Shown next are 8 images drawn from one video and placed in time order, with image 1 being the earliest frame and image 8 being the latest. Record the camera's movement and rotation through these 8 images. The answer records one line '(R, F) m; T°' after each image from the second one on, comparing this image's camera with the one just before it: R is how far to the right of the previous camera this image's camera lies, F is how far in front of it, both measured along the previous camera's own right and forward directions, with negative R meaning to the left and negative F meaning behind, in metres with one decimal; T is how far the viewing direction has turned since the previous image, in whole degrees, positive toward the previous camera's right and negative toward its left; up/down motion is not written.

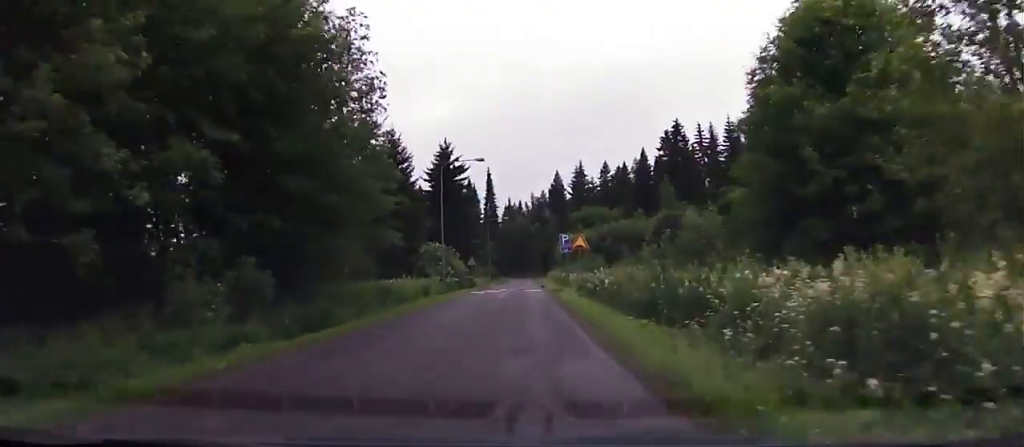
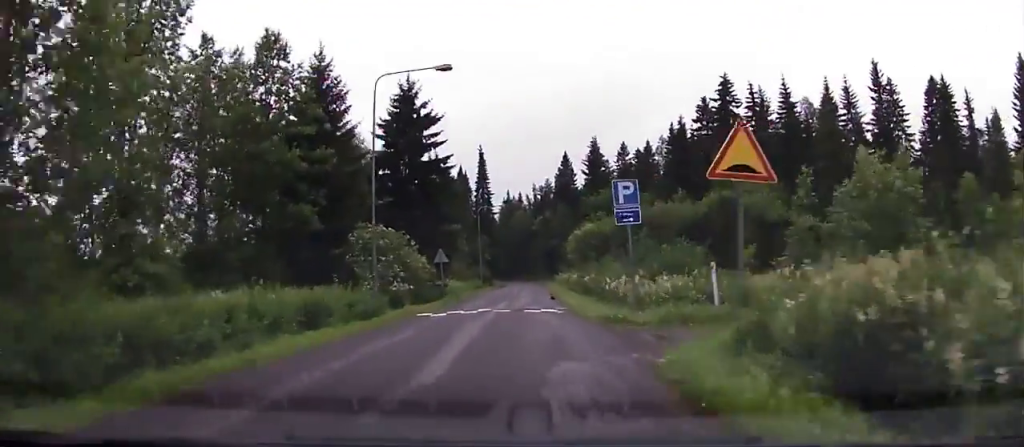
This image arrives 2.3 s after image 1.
(-0.5, +22.5) m; +1°
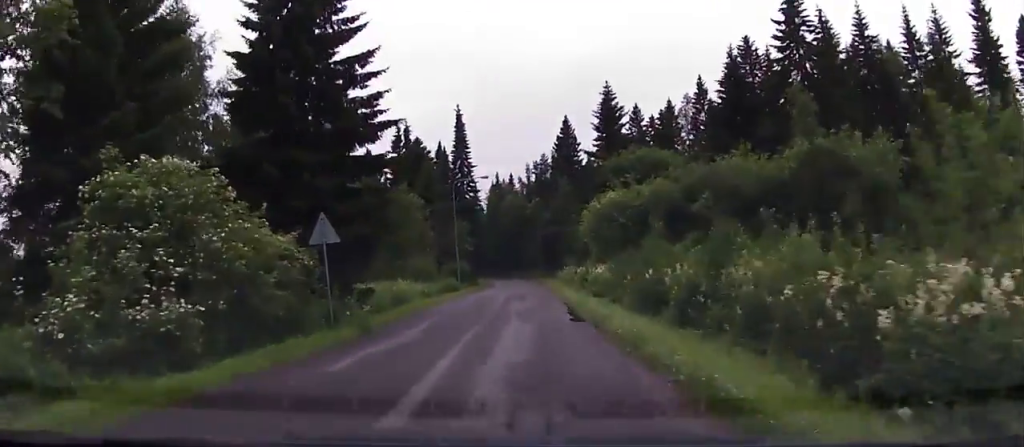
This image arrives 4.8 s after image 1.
(+1.0, +22.3) m; +2°
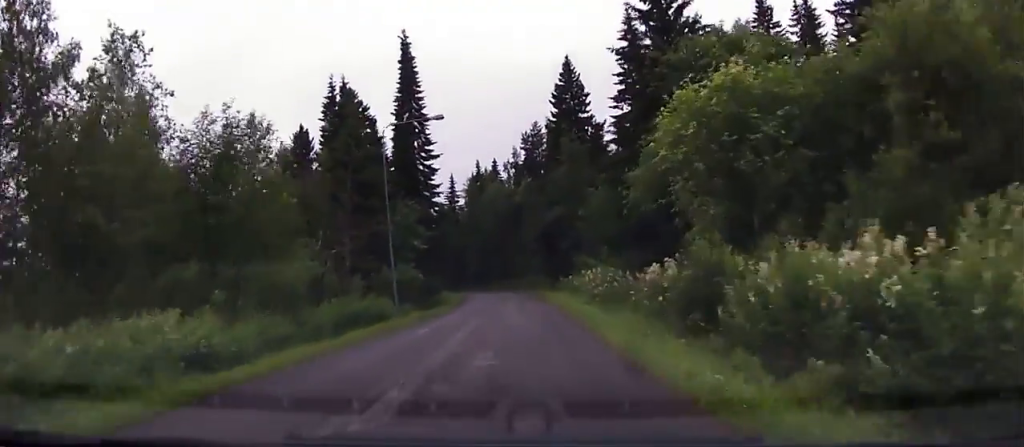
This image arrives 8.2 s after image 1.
(-1.5, +29.4) m; -3°
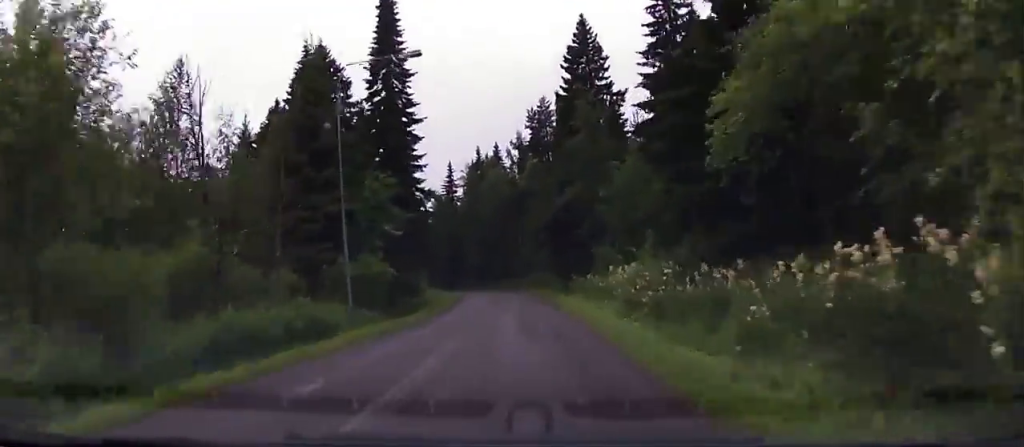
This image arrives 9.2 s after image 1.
(0.0, +9.5) m; 0°
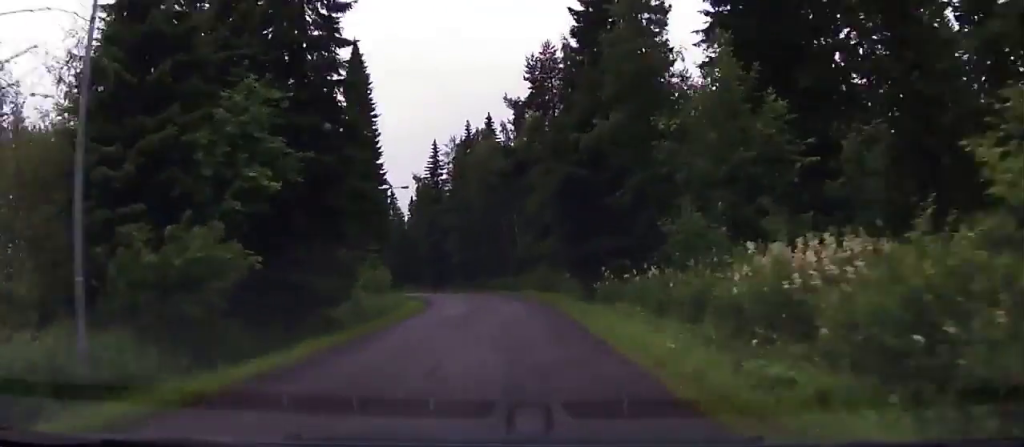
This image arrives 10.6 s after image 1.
(+0.3, +14.4) m; 0°
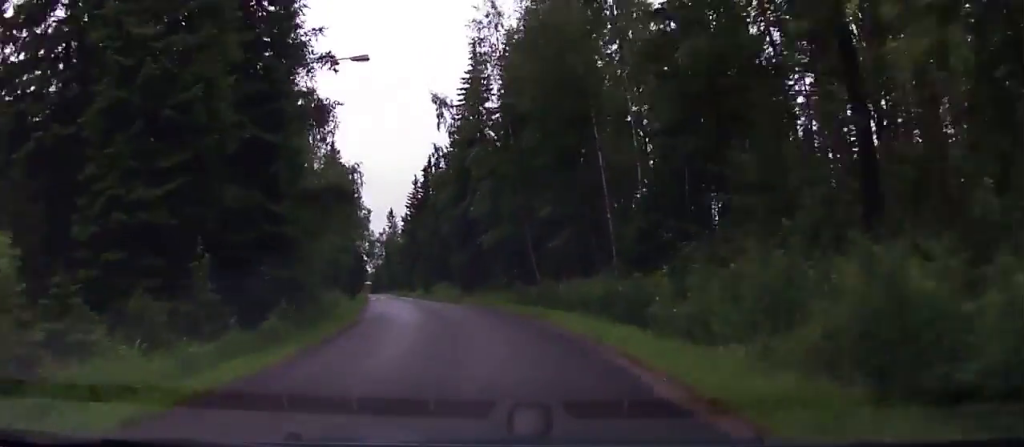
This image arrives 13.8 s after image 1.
(-1.0, +34.9) m; -6°
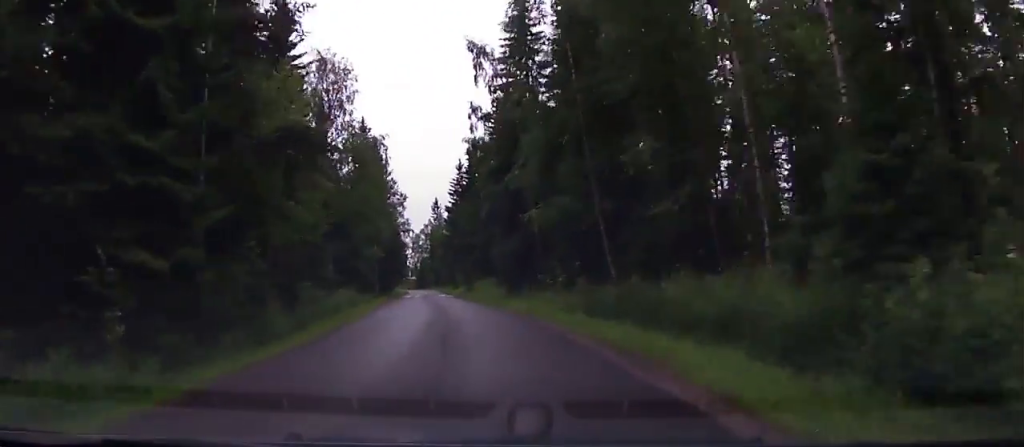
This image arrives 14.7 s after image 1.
(+0.3, +10.4) m; -3°
